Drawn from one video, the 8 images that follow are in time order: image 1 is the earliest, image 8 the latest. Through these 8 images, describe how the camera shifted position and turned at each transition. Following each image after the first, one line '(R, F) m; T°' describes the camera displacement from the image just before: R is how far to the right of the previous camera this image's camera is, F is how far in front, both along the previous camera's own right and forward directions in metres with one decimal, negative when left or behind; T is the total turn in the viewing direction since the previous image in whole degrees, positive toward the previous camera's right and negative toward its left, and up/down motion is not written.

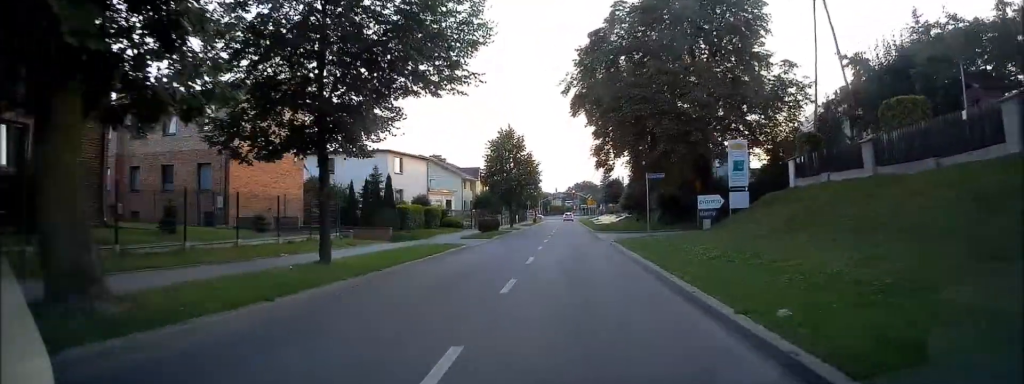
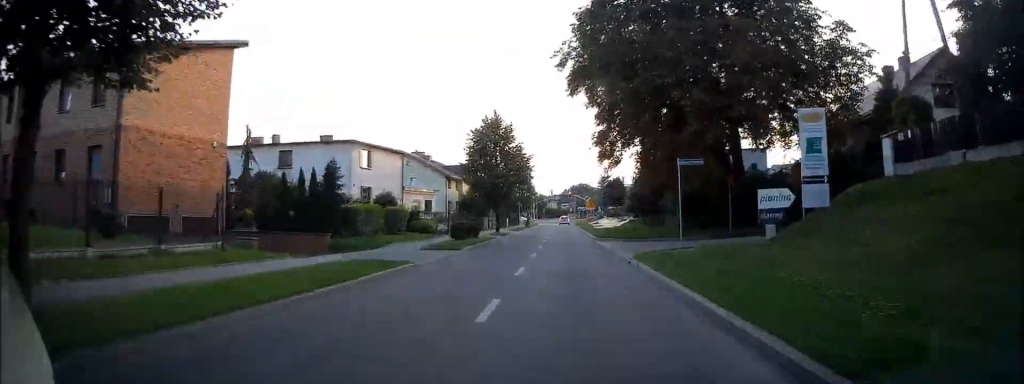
(+0.2, +8.6) m; +1°
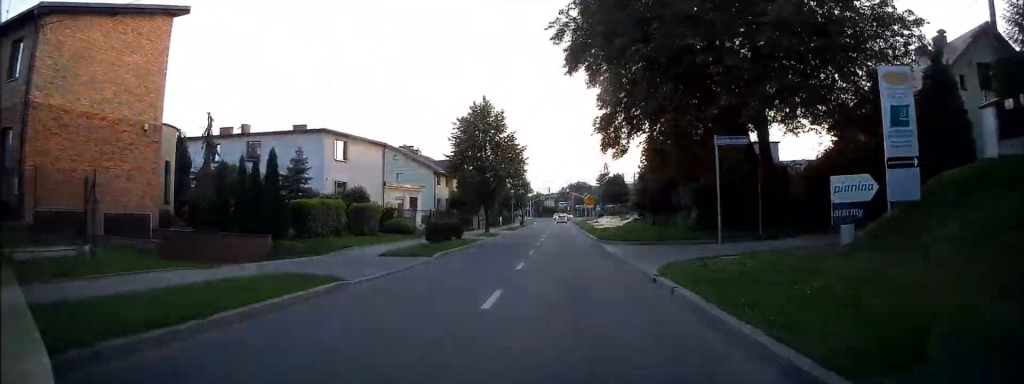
(0.0, +5.1) m; 0°
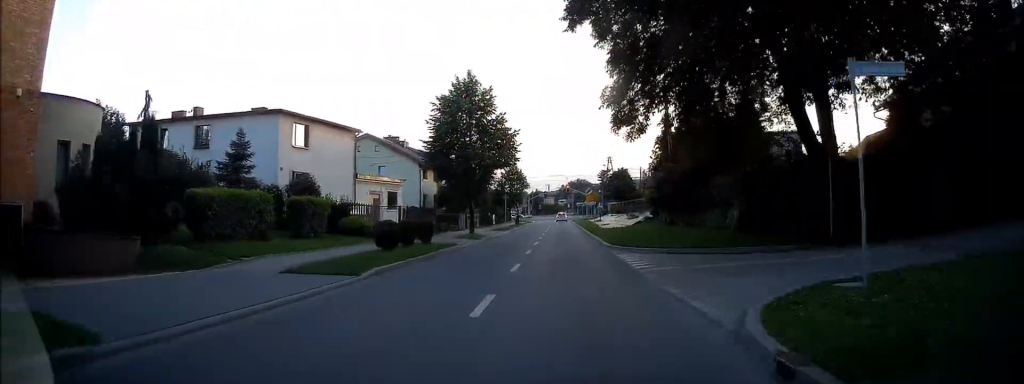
(0.0, +6.9) m; 0°
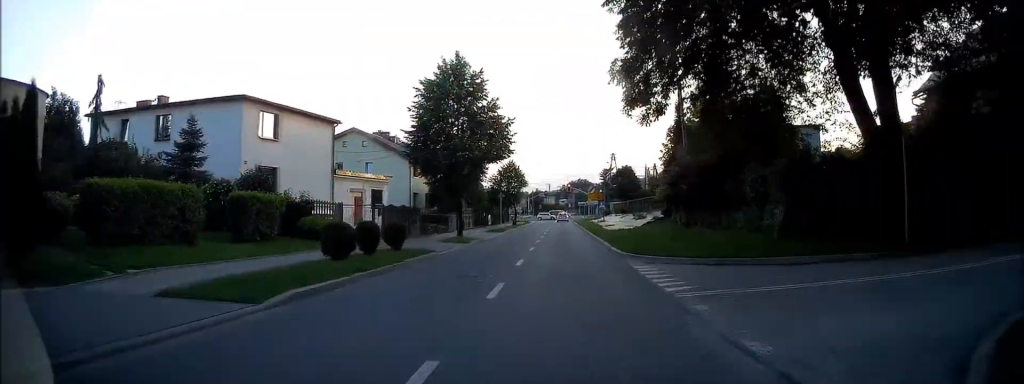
(0.0, +4.4) m; 0°
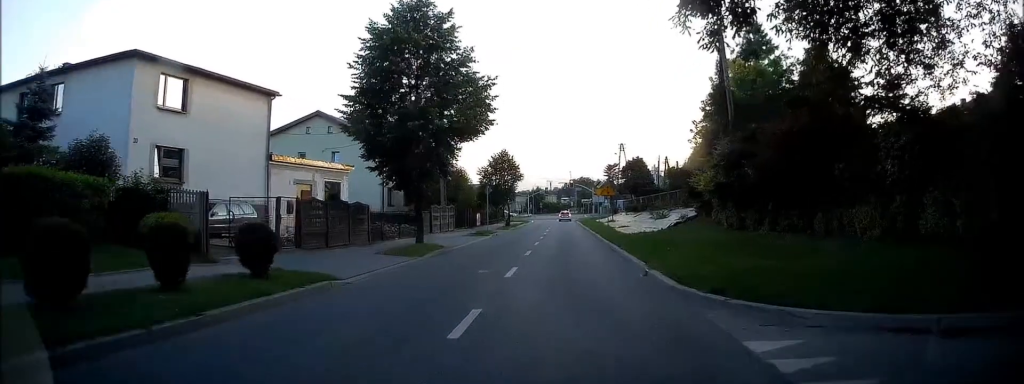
(0.0, +9.2) m; -1°
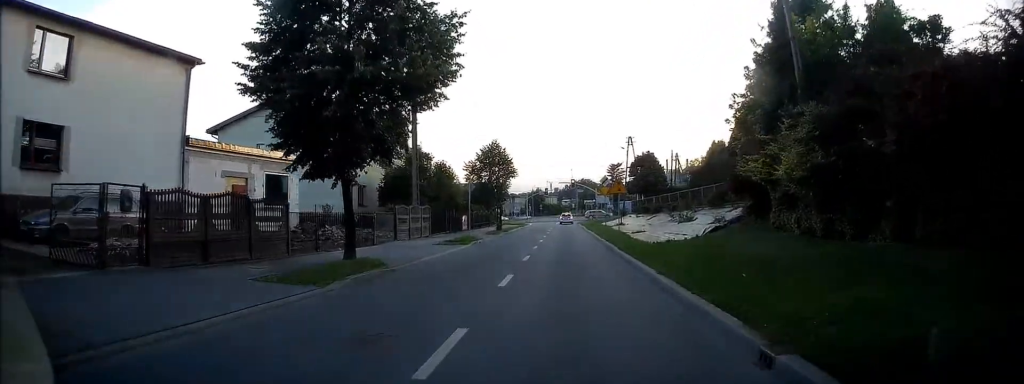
(-0.1, +7.5) m; 0°
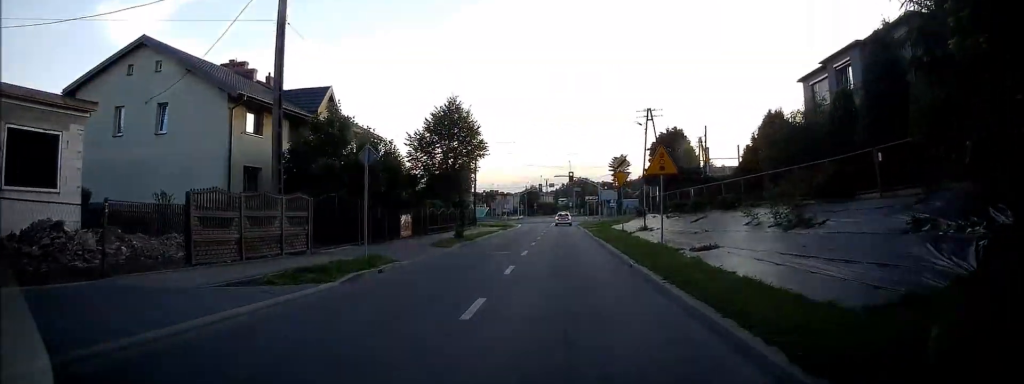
(+0.4, +15.6) m; +1°
